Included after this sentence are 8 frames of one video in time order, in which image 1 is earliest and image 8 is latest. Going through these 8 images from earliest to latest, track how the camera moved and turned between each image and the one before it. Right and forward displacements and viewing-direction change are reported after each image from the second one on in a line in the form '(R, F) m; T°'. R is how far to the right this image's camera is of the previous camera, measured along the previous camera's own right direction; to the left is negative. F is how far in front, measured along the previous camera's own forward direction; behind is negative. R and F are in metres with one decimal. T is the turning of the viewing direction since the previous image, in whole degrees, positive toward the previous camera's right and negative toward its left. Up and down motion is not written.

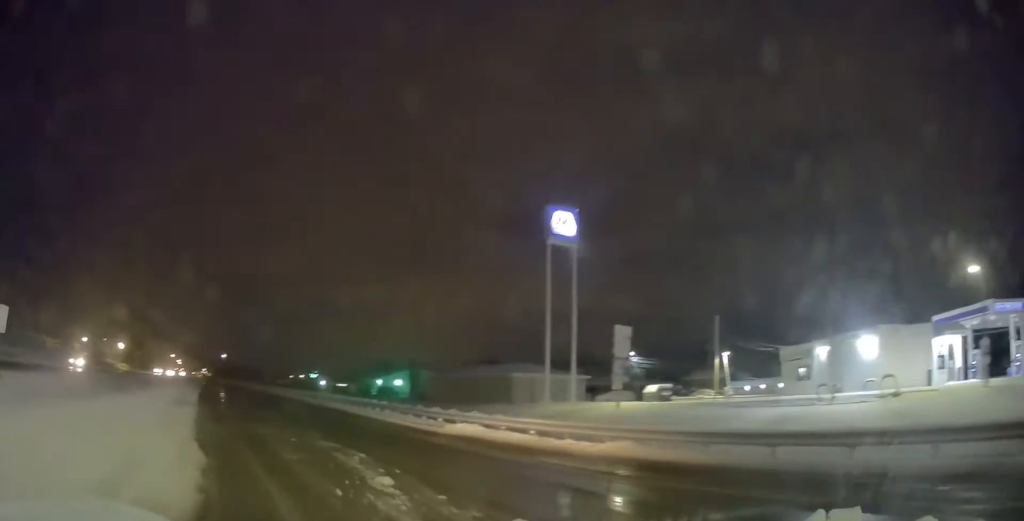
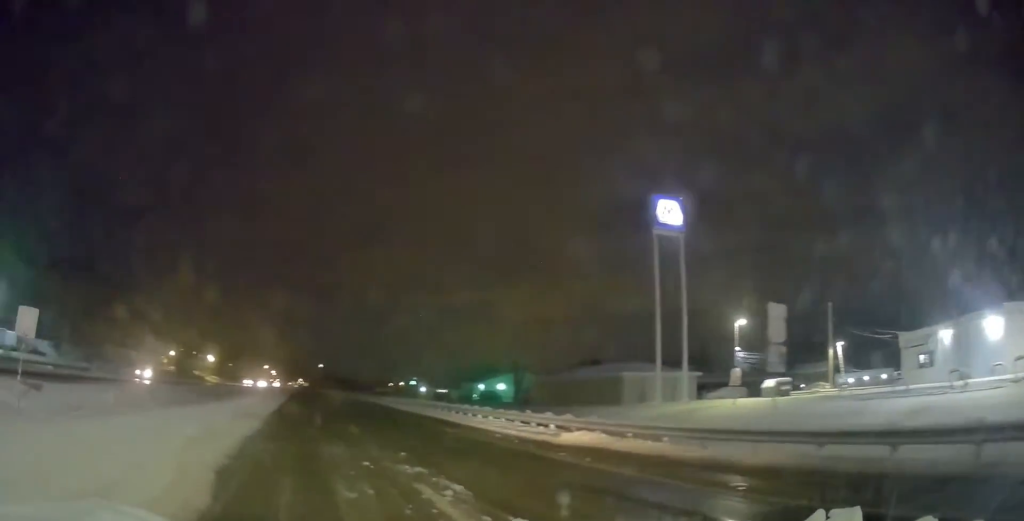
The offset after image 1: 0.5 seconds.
(+0.1, +2.9) m; -13°
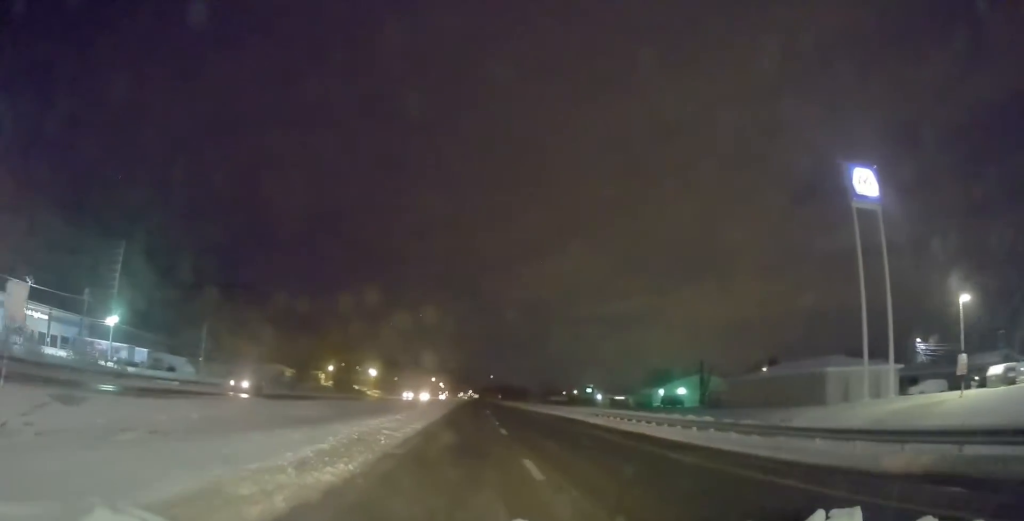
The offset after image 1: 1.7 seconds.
(-1.8, +6.9) m; -20°
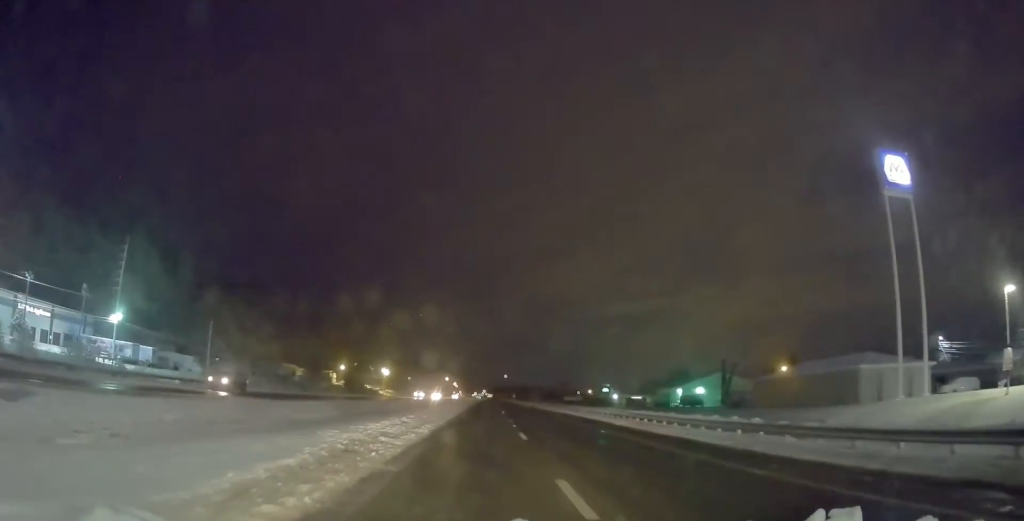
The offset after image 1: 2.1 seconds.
(-0.1, +2.9) m; -6°
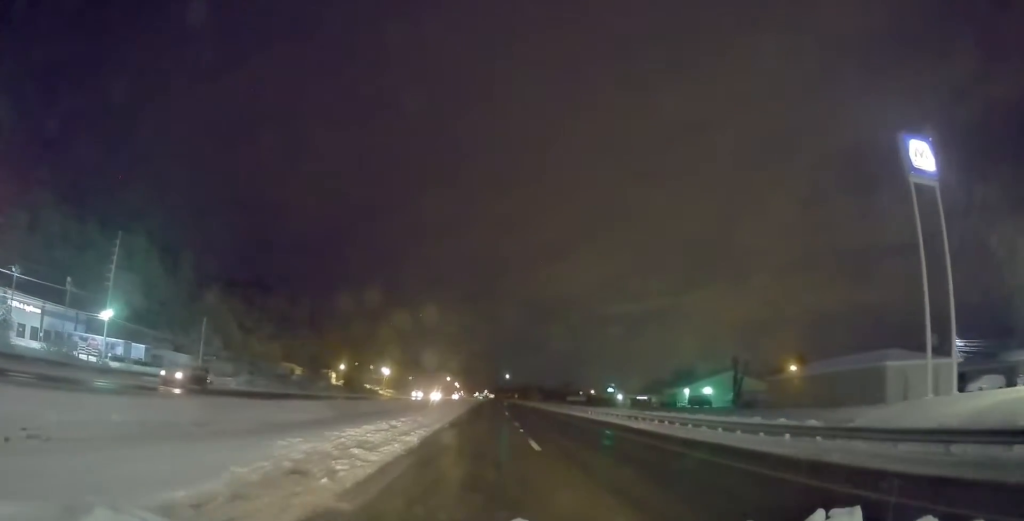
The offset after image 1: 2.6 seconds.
(+0.1, +3.2) m; -6°
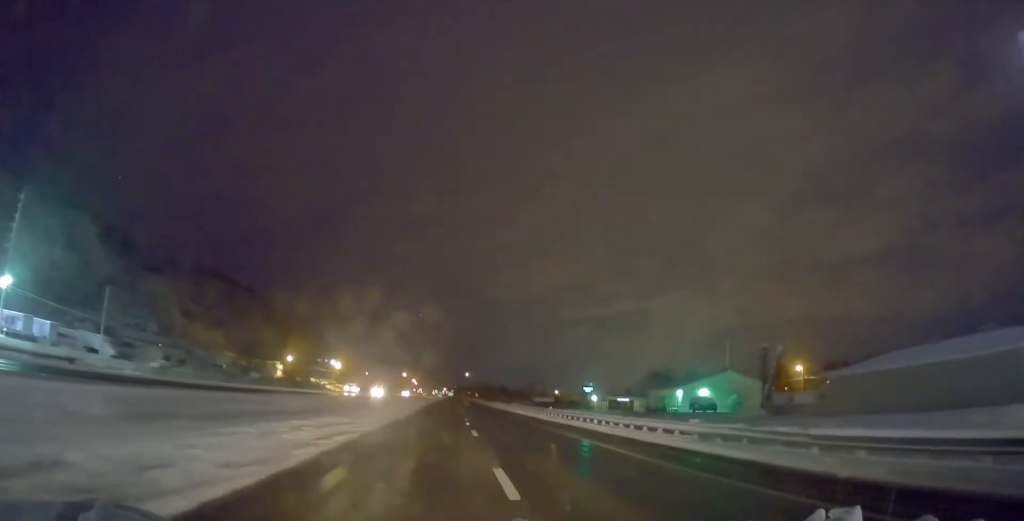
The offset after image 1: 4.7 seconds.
(-0.6, +17.8) m; -1°
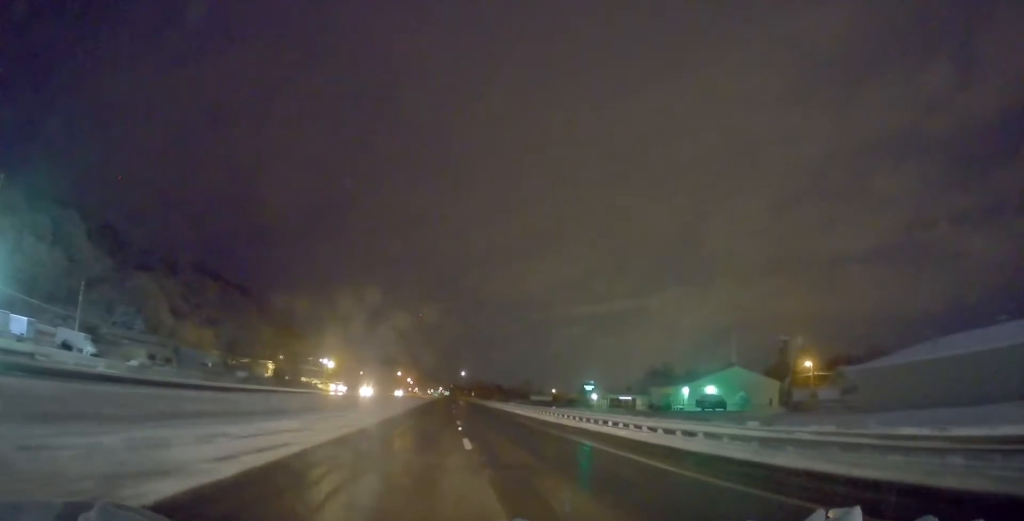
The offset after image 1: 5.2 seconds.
(-0.3, +4.6) m; 0°
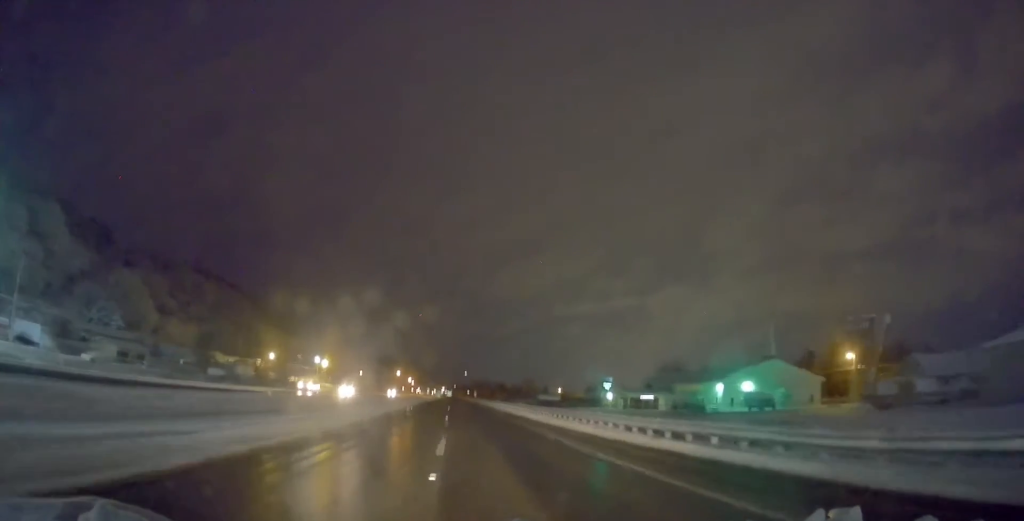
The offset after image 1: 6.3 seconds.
(+0.2, +12.1) m; +3°
